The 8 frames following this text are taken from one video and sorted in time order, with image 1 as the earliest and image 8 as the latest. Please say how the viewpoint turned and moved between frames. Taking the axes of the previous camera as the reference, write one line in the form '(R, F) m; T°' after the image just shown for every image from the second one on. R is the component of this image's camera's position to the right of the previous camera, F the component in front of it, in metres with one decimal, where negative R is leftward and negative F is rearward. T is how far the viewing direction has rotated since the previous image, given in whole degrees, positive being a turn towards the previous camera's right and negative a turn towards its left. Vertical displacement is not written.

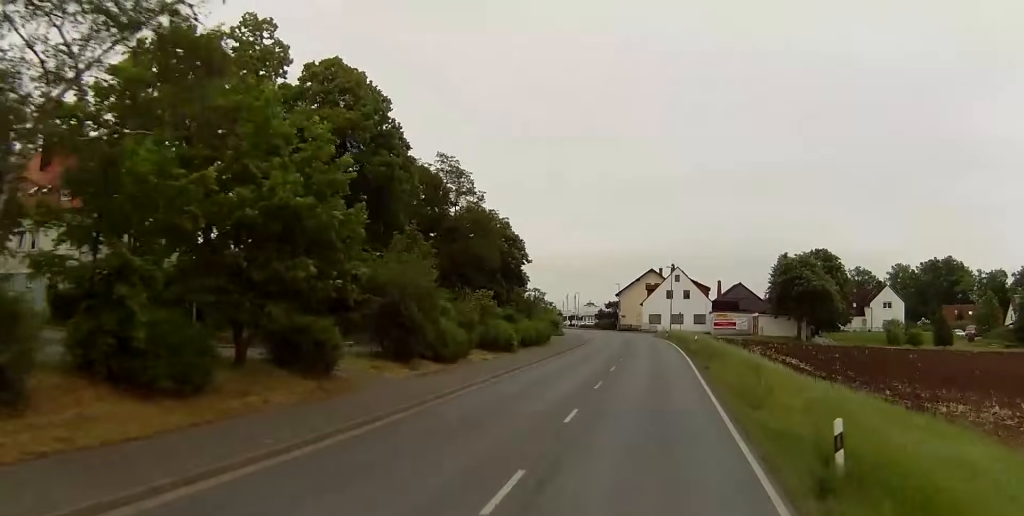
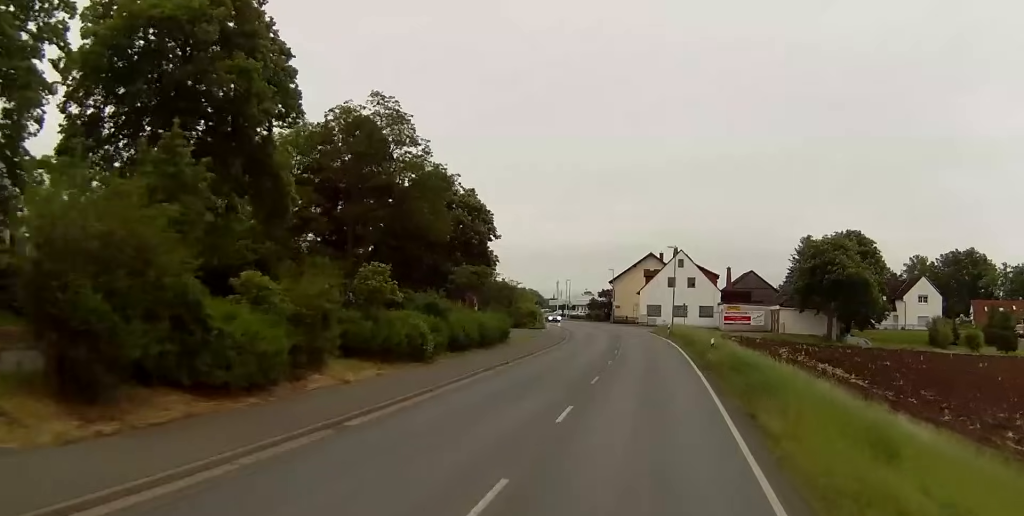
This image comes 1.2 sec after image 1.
(+0.4, +18.9) m; +2°
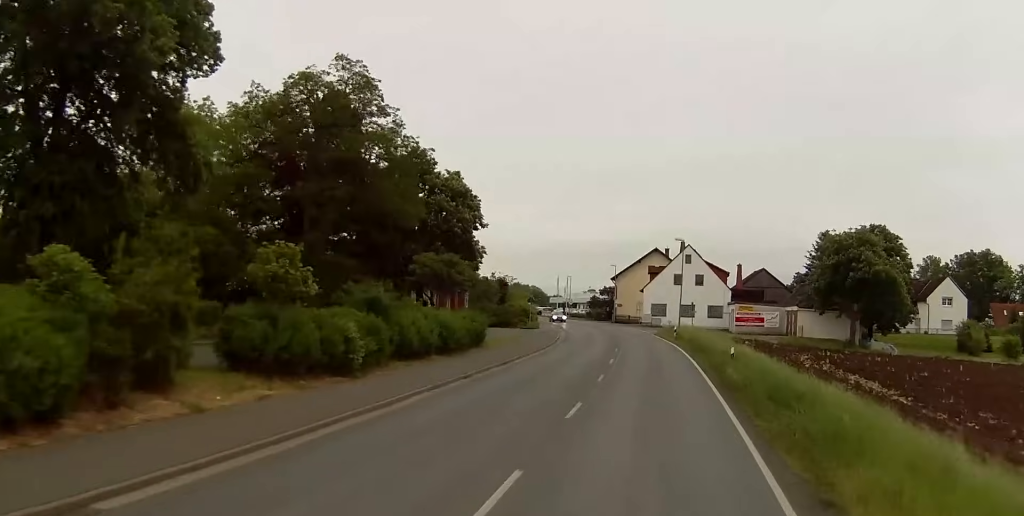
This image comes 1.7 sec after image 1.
(+0.2, +8.5) m; +1°
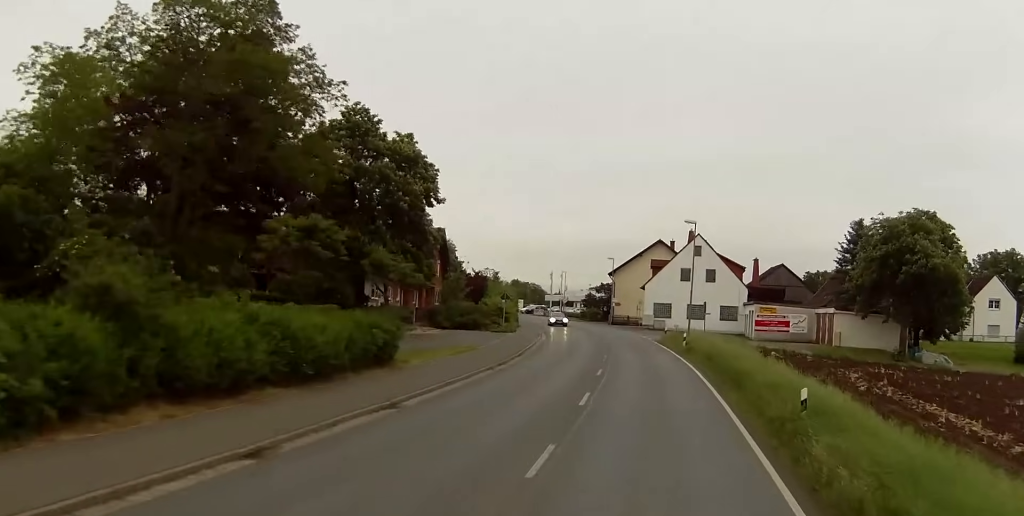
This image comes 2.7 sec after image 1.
(-0.2, +15.4) m; 0°
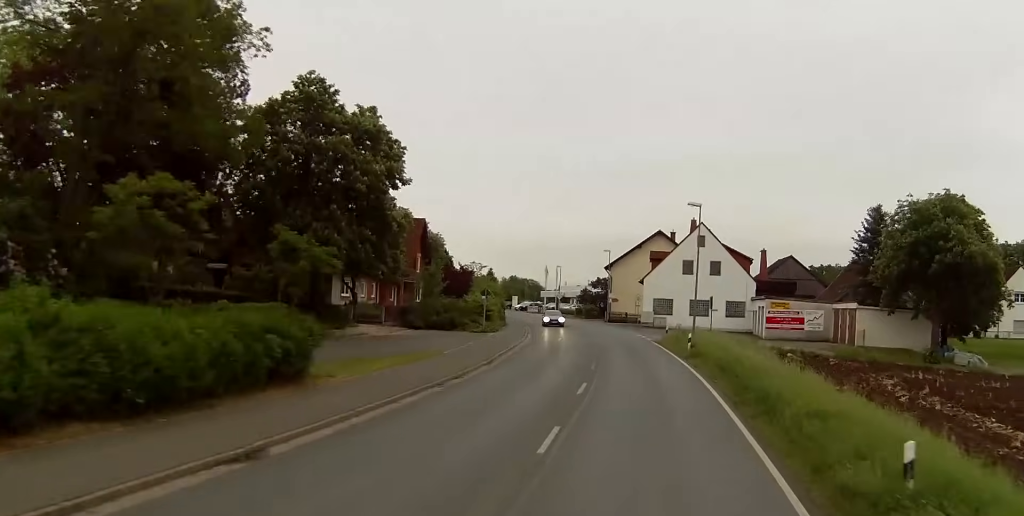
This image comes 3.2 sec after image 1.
(+0.1, +7.5) m; 0°
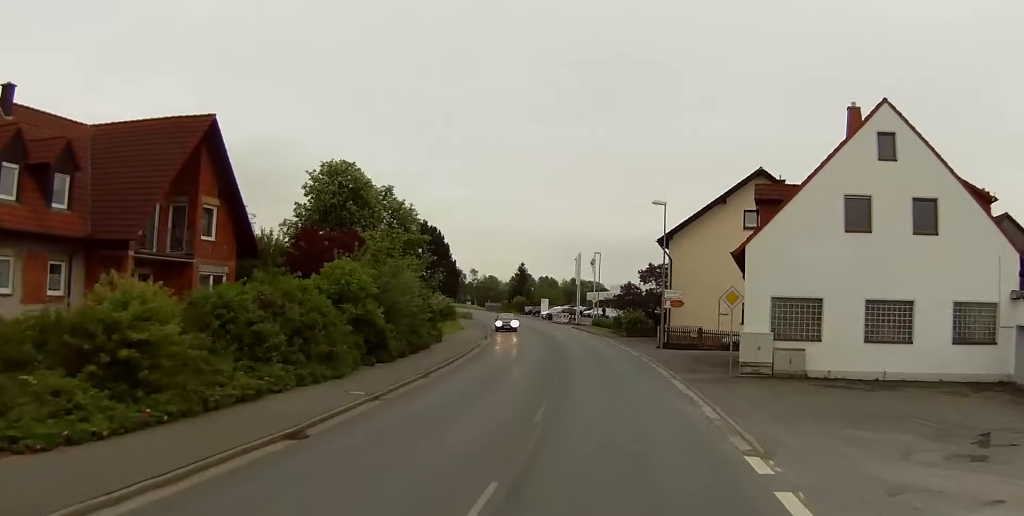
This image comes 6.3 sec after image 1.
(-0.2, +50.3) m; -3°
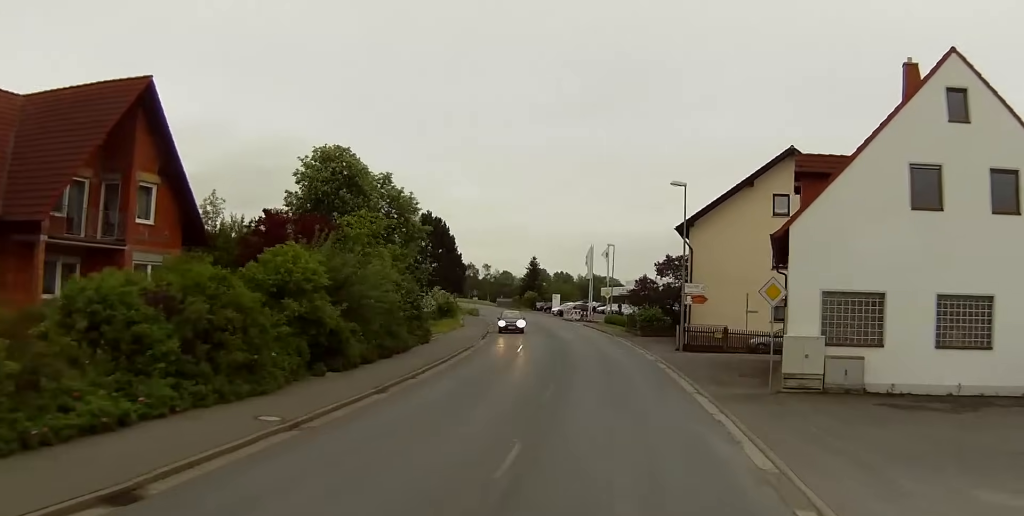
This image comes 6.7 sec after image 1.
(-0.1, +6.3) m; -1°
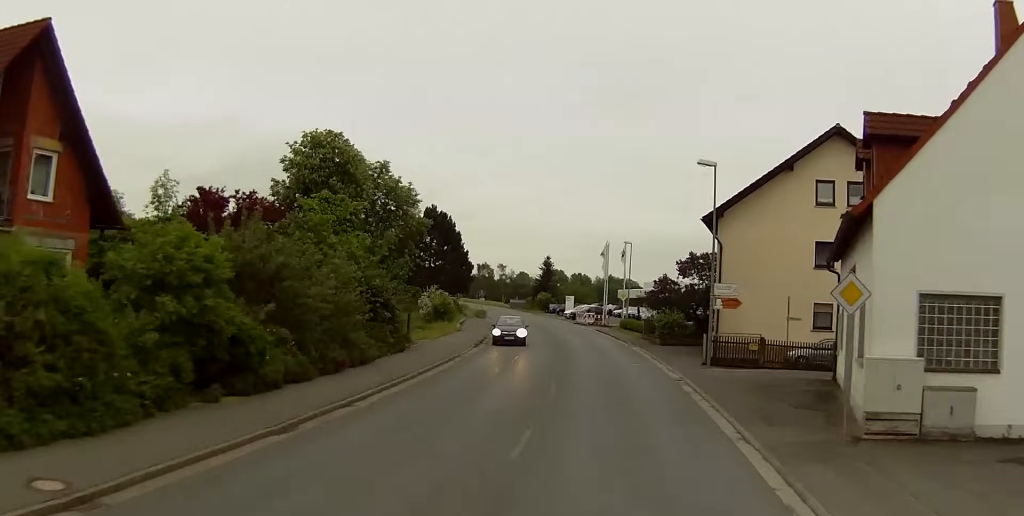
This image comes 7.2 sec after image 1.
(0.0, +7.3) m; 0°
